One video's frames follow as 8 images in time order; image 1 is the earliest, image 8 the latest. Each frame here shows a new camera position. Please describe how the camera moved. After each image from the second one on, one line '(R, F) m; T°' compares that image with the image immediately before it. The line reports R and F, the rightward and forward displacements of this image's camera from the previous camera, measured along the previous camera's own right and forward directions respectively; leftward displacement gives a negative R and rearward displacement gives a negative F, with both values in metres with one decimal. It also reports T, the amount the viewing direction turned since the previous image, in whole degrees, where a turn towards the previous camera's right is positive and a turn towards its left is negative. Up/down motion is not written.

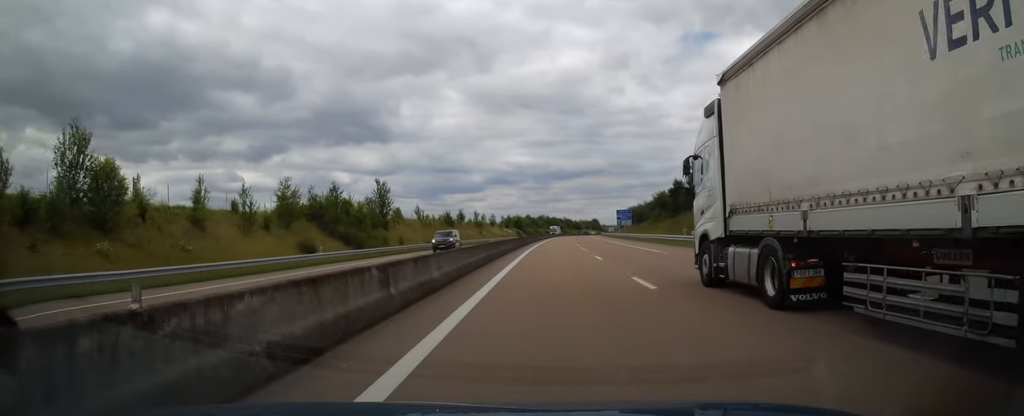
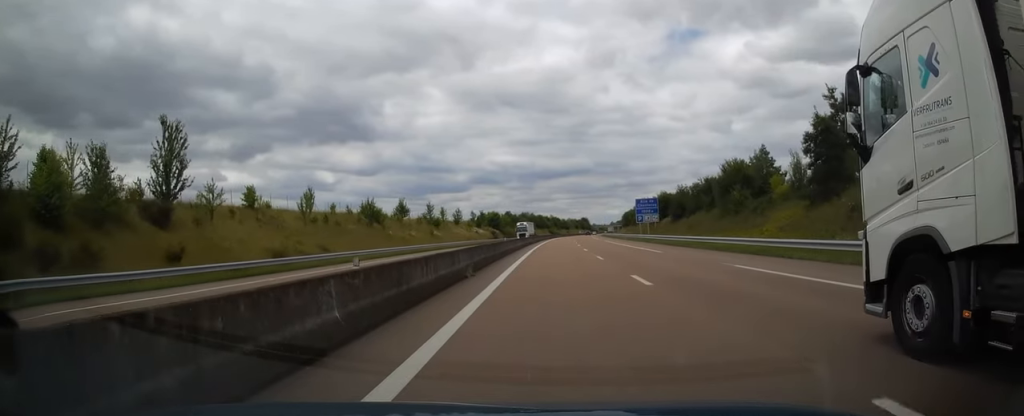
(+1.0, +50.4) m; +2°
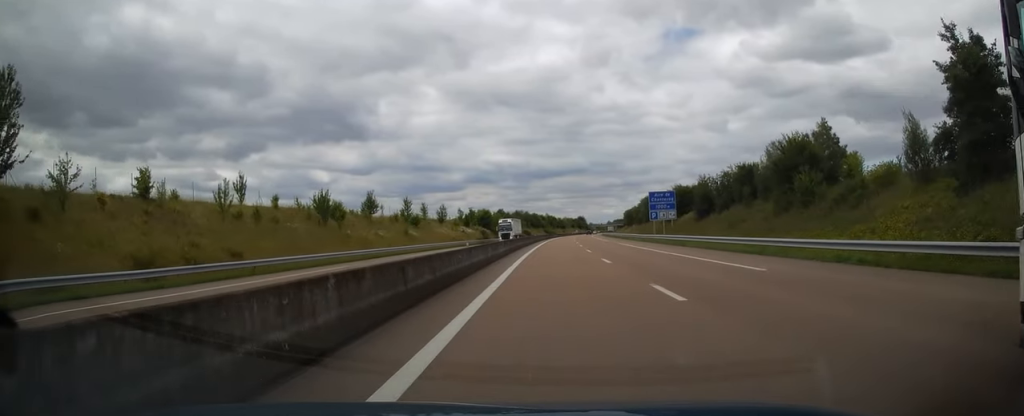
(0.0, +16.2) m; 0°
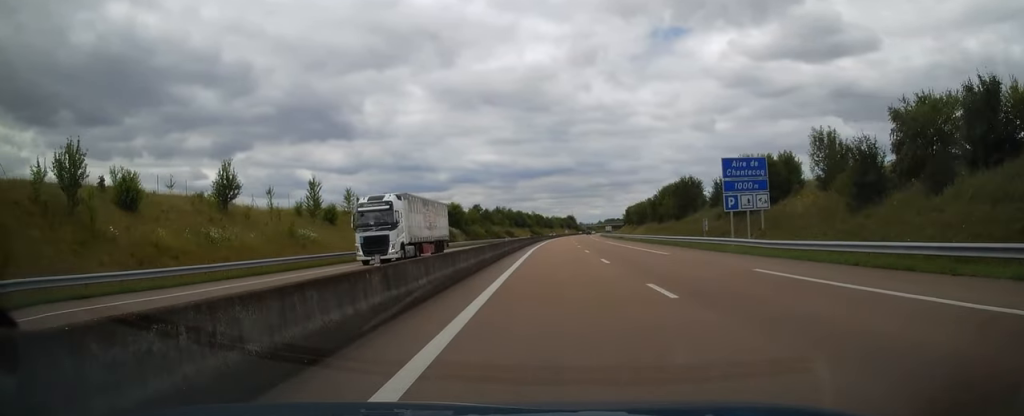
(+0.1, +38.2) m; +1°
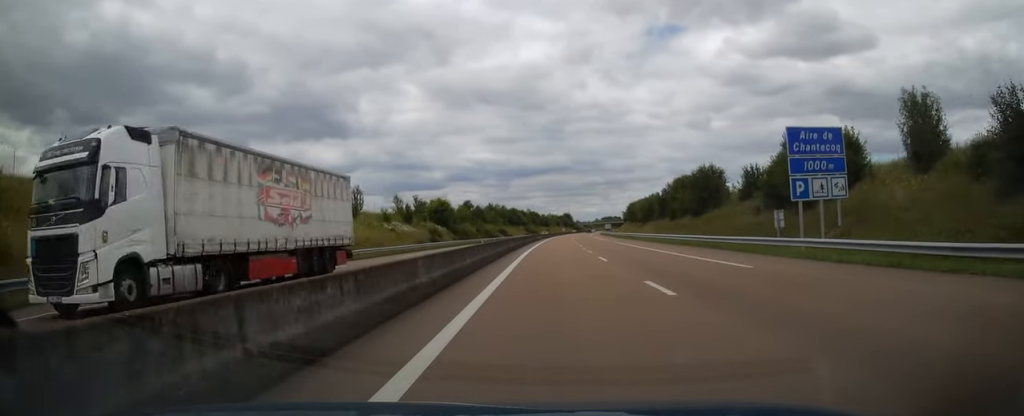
(+0.2, +12.7) m; 0°
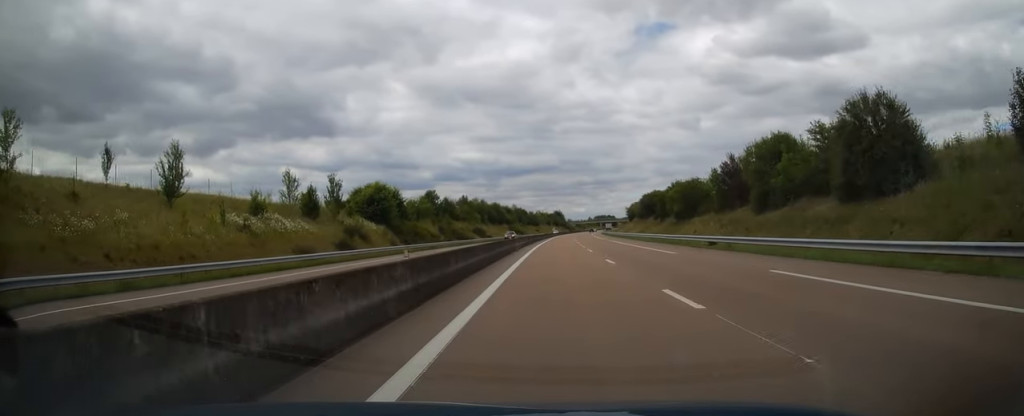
(+0.3, +40.7) m; +1°
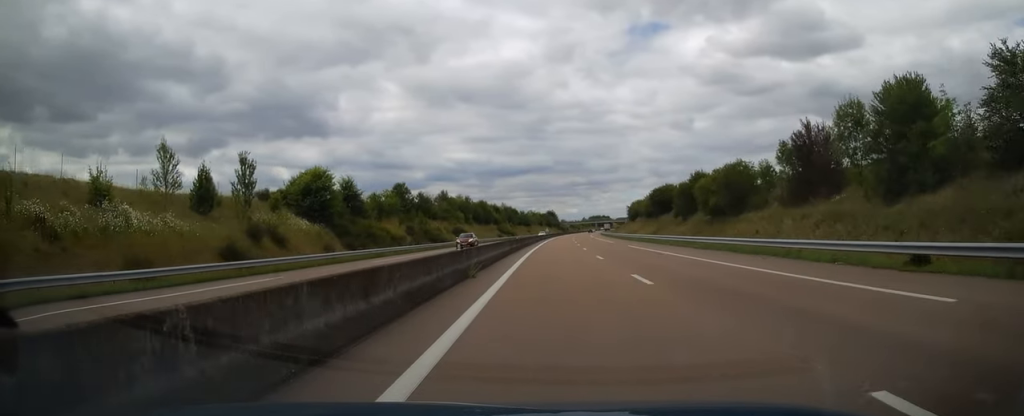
(+0.3, +21.1) m; +1°
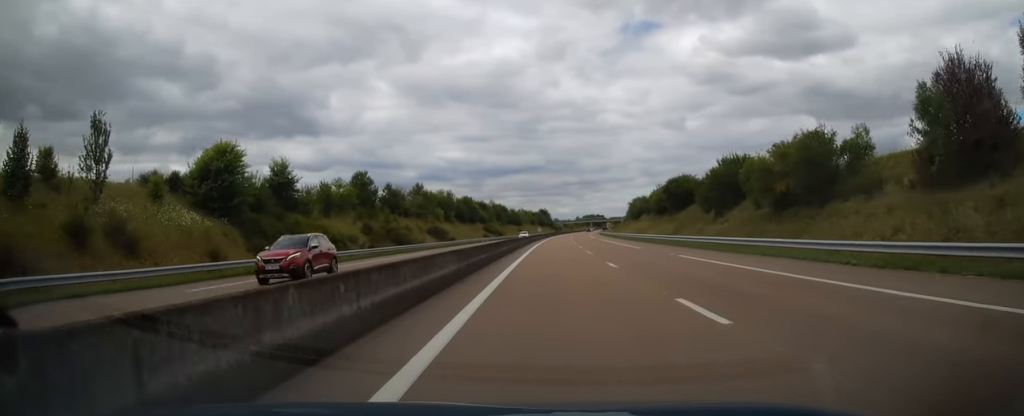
(+0.2, +19.1) m; +1°
